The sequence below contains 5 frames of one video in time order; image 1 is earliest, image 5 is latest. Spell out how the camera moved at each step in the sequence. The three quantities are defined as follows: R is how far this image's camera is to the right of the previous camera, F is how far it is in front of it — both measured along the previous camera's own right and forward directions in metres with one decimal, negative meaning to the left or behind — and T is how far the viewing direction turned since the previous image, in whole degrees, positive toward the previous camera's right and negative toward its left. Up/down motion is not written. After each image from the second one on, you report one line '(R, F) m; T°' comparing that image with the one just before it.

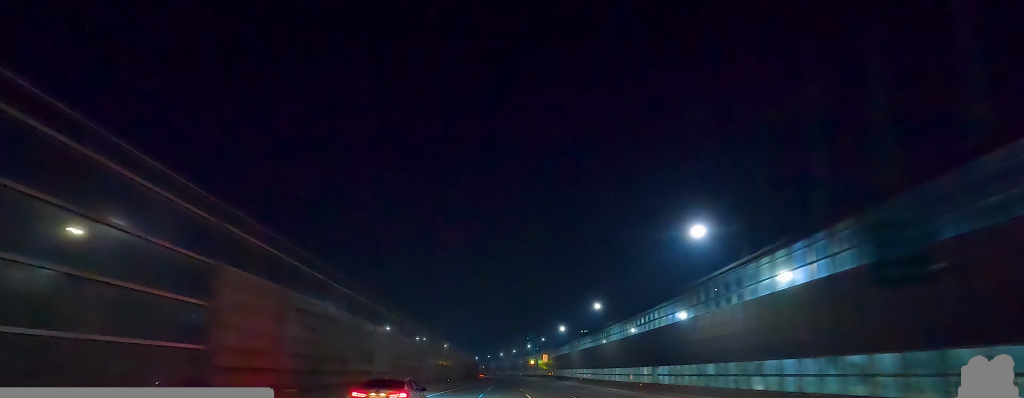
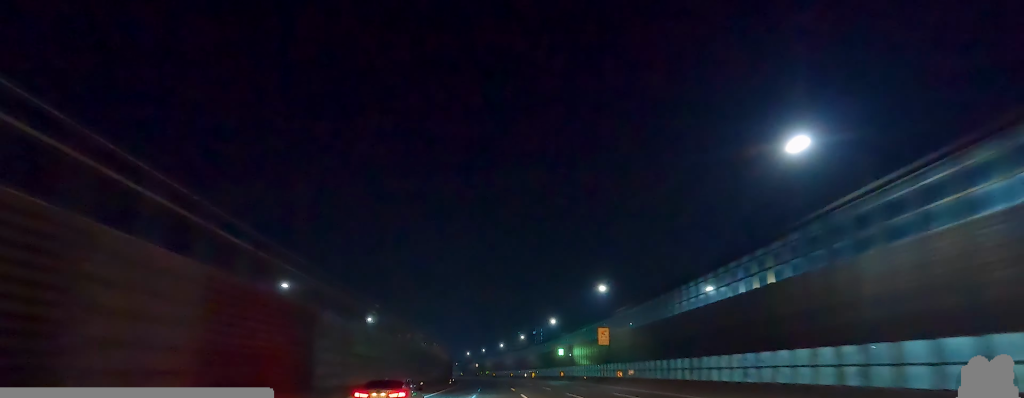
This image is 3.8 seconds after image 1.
(+3.2, +104.3) m; +1°
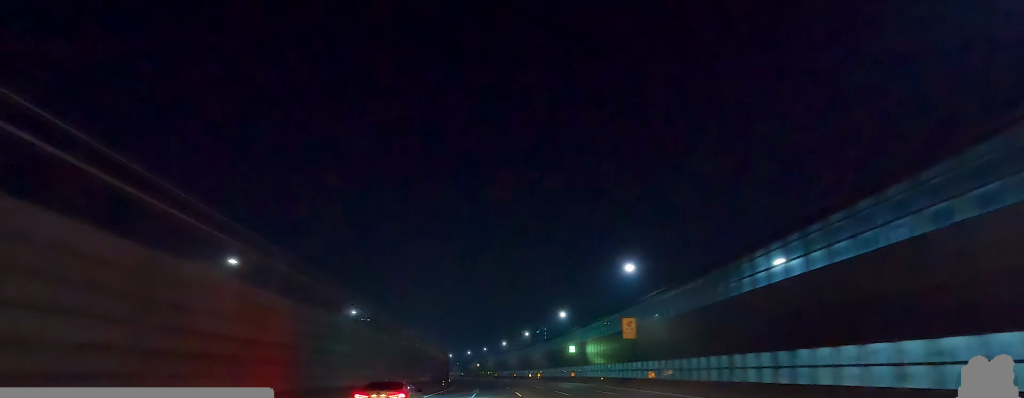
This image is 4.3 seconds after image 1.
(0.0, +13.9) m; 0°
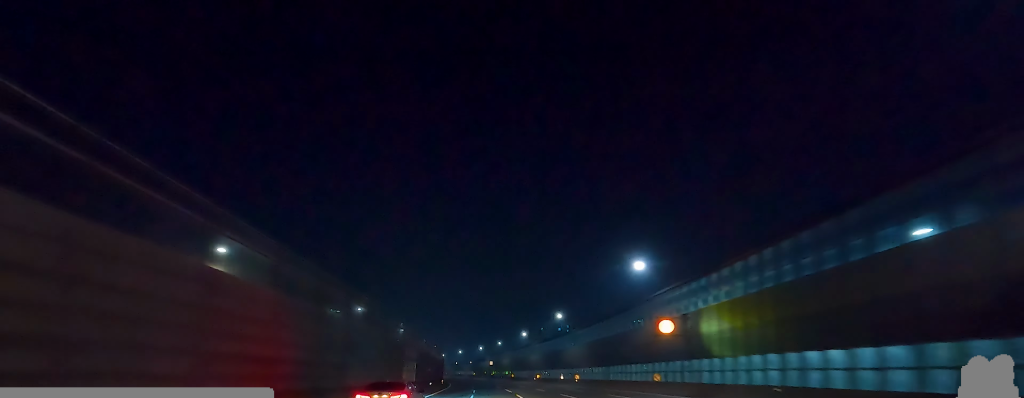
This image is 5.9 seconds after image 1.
(-0.6, +46.0) m; -4°
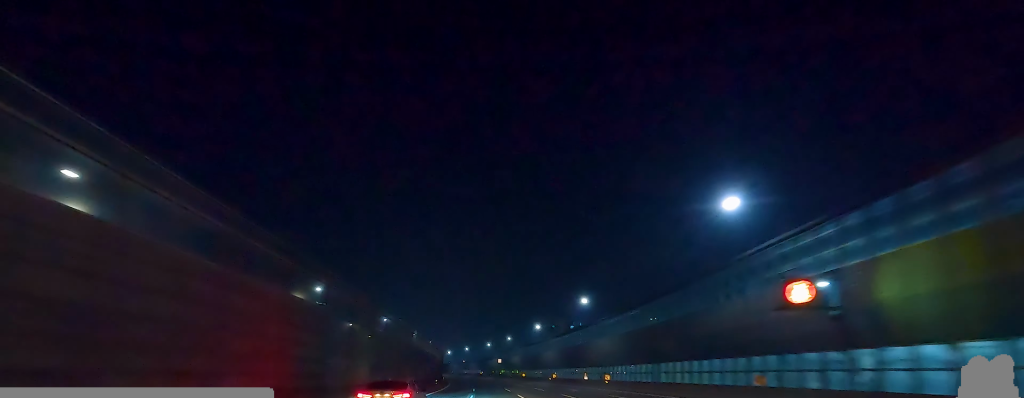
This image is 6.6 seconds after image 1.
(-0.9, +19.3) m; -3°
